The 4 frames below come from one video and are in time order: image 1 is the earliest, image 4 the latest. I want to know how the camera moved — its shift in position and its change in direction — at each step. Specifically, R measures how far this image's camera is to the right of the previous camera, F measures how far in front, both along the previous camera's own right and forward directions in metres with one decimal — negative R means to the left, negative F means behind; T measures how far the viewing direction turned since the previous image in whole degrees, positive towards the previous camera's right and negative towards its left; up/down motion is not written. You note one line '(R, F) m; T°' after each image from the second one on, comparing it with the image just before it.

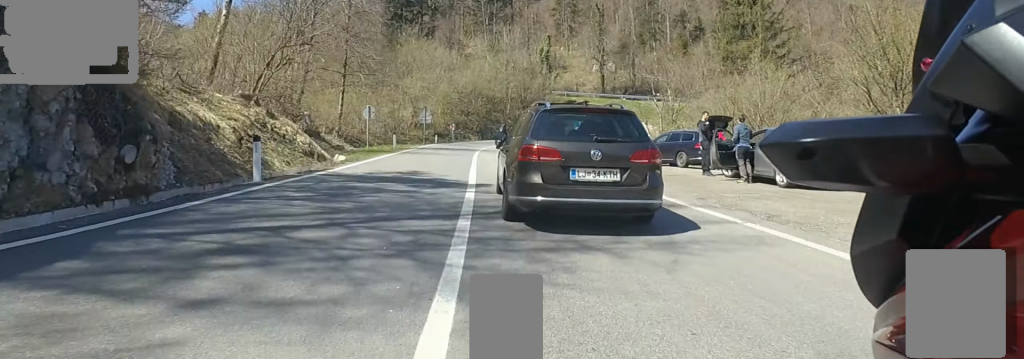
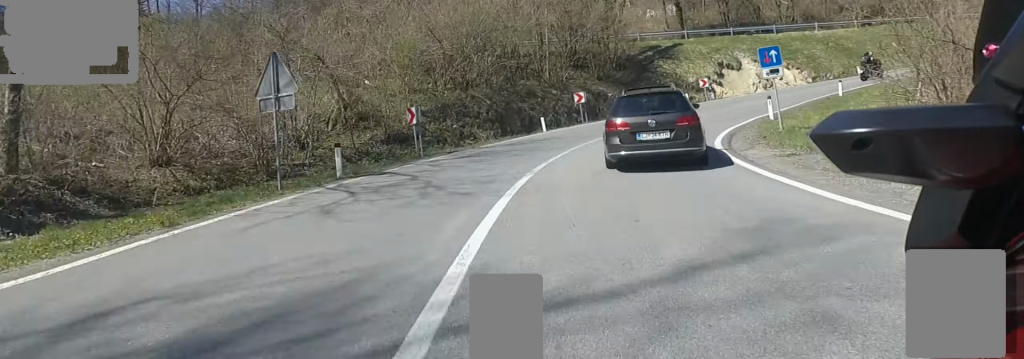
(+0.1, +31.6) m; +9°
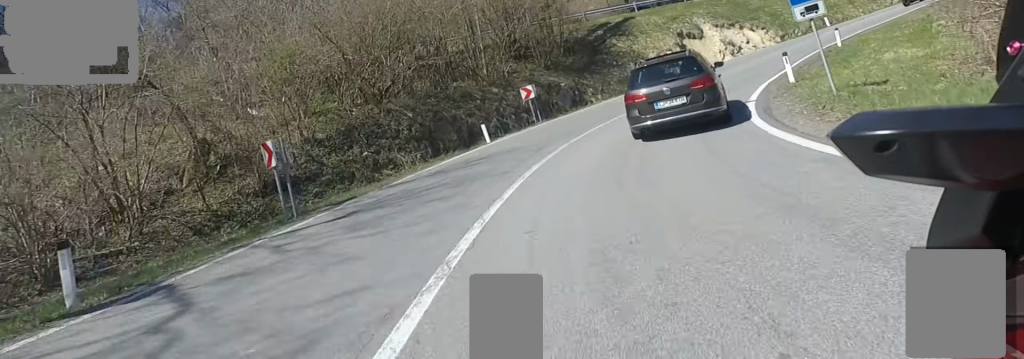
(-0.5, +5.7) m; +10°
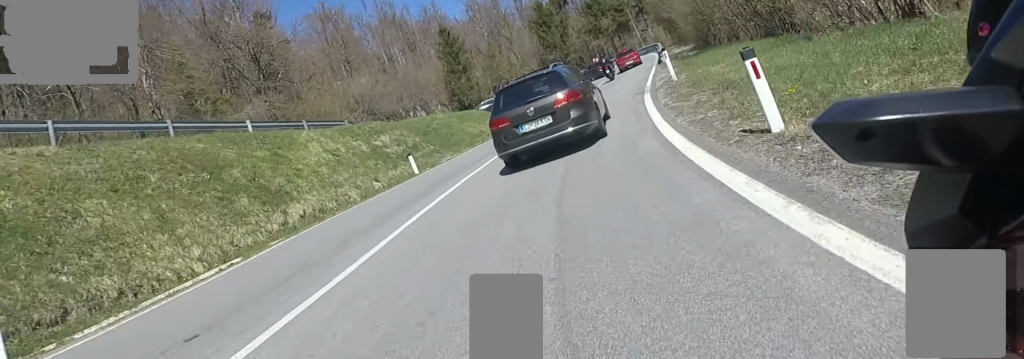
(+14.0, +29.8) m; +50°
